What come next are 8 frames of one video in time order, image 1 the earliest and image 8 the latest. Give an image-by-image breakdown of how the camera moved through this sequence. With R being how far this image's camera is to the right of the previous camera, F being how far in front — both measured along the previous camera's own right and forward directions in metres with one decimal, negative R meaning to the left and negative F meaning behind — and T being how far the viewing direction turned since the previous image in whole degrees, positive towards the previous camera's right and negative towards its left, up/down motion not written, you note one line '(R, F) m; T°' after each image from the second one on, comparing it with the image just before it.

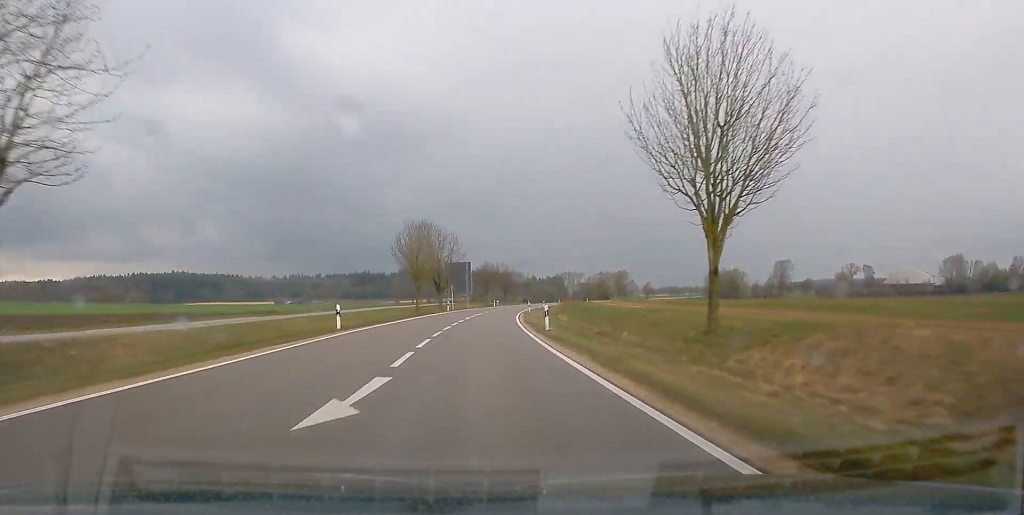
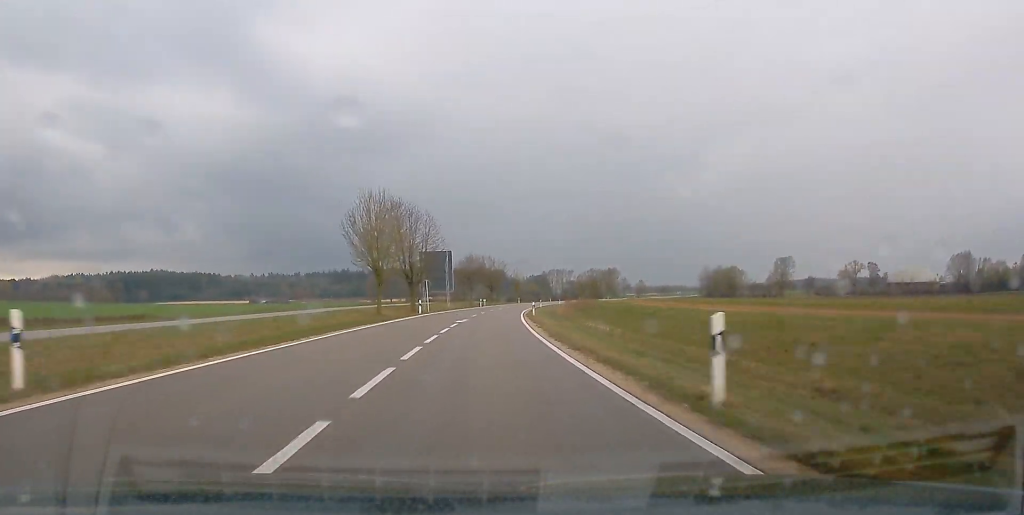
(+0.4, +22.5) m; +2°
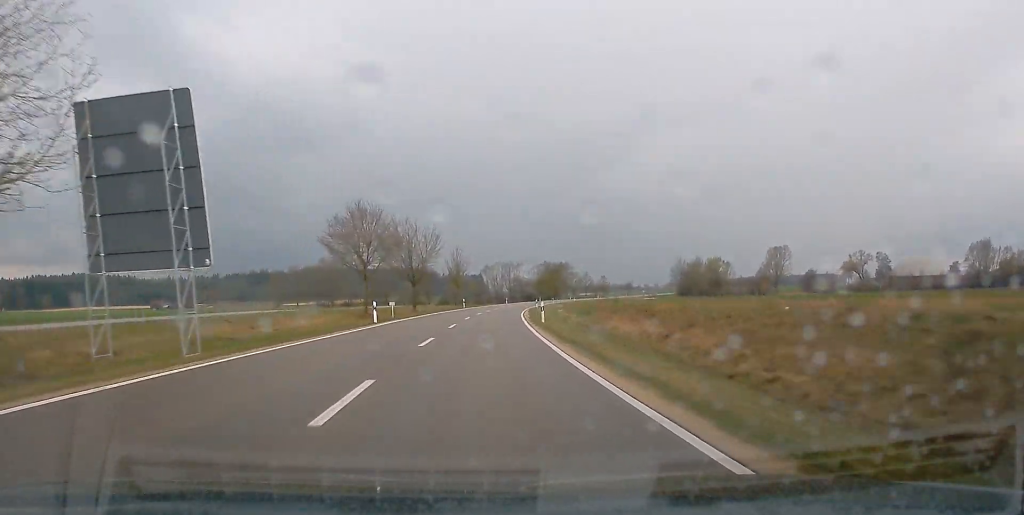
(+2.9, +70.7) m; +4°
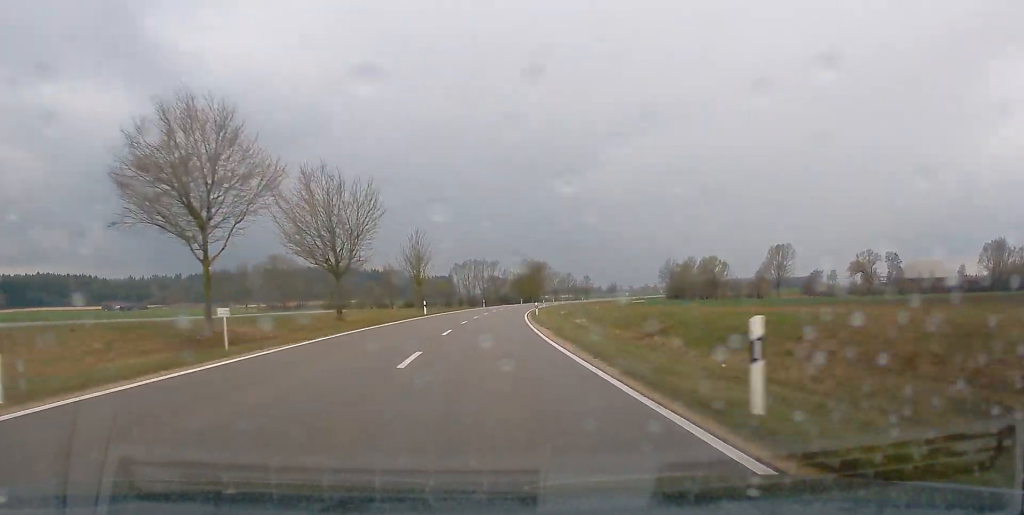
(+0.2, +30.9) m; +2°
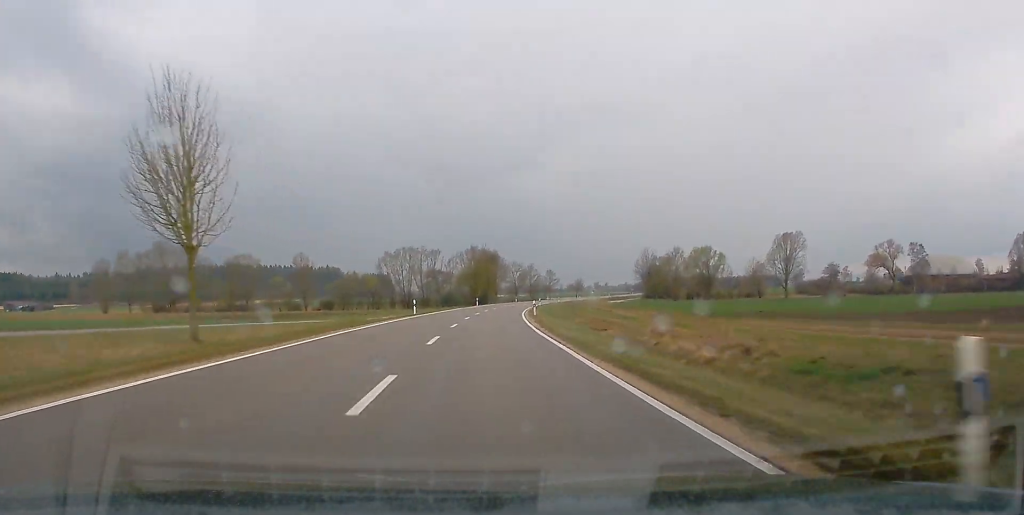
(+2.3, +53.9) m; +4°
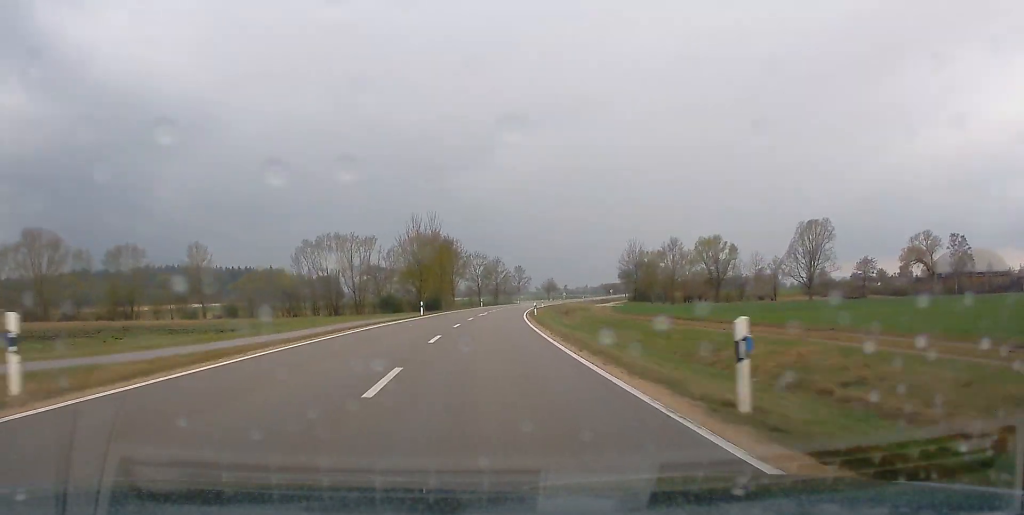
(+0.8, +47.2) m; +3°
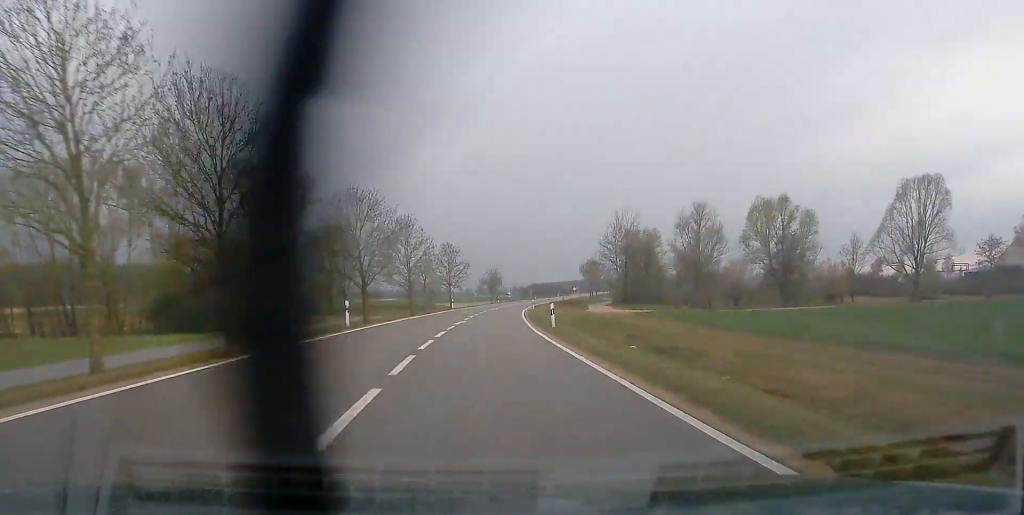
(+4.6, +75.8) m; +6°
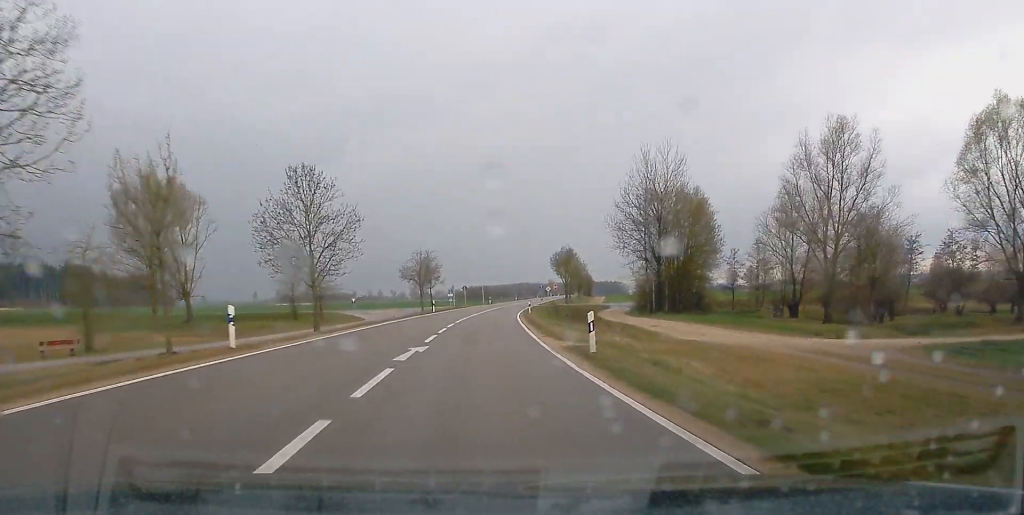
(+2.7, +63.3) m; +4°
